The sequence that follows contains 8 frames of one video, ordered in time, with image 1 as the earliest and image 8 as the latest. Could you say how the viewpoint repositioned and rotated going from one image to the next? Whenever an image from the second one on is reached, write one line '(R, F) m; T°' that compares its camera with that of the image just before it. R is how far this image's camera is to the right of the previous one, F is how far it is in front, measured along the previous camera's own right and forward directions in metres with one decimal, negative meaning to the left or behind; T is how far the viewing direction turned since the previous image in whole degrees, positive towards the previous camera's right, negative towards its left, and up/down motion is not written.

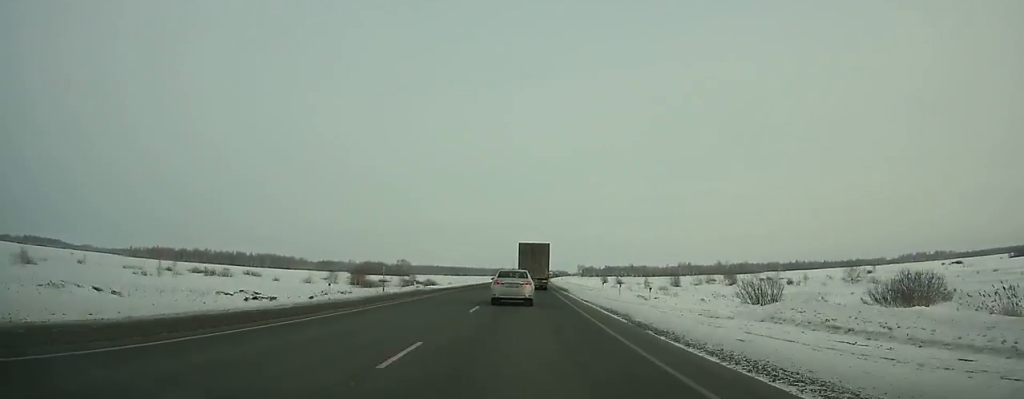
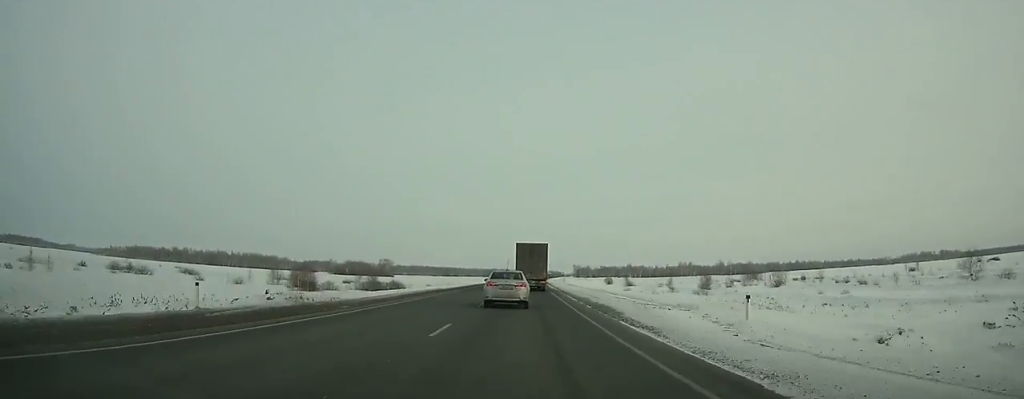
(0.0, +31.6) m; +1°
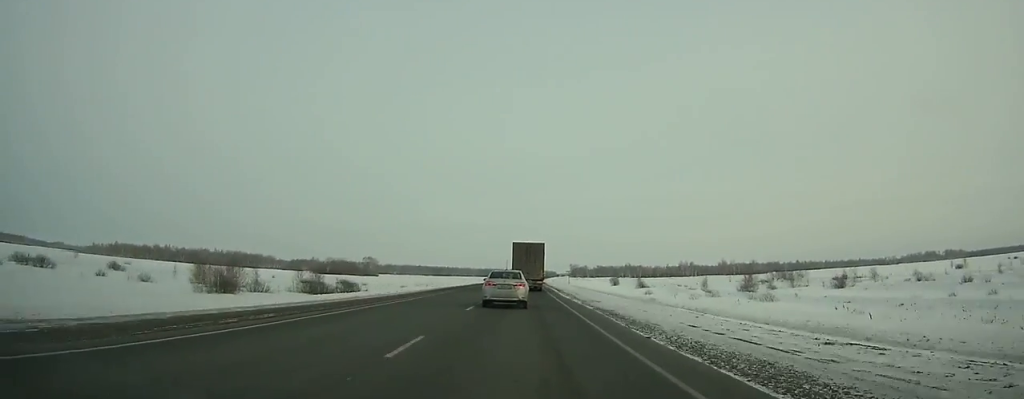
(+0.1, +27.5) m; 0°
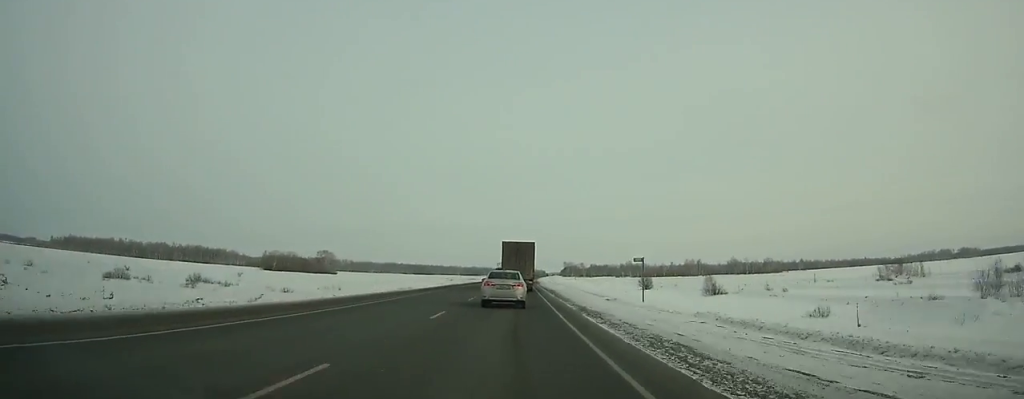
(+0.6, +64.1) m; 0°
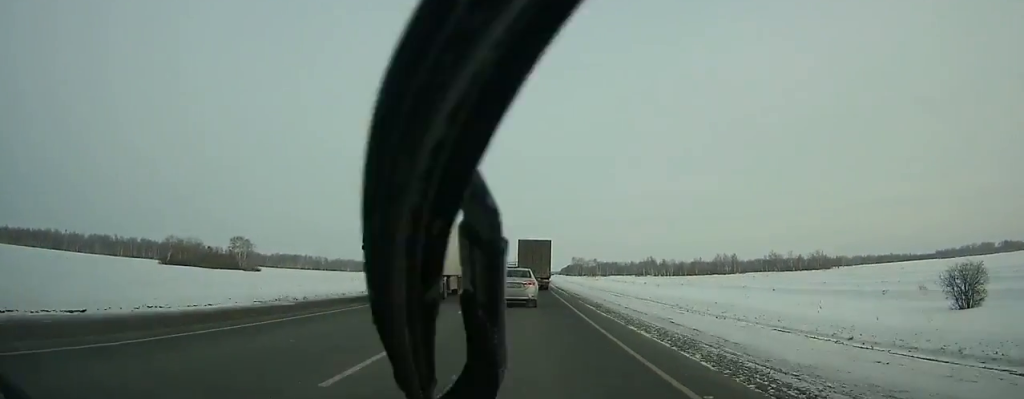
(0.0, +93.9) m; +1°
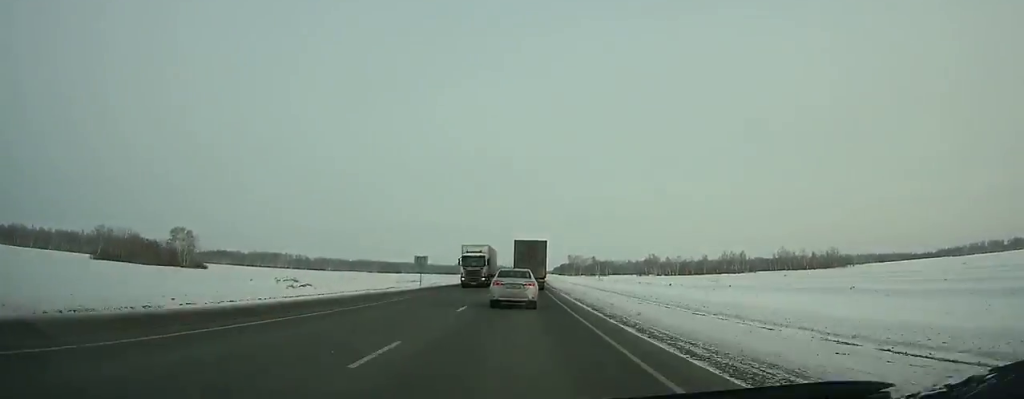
(+0.4, +34.1) m; +1°
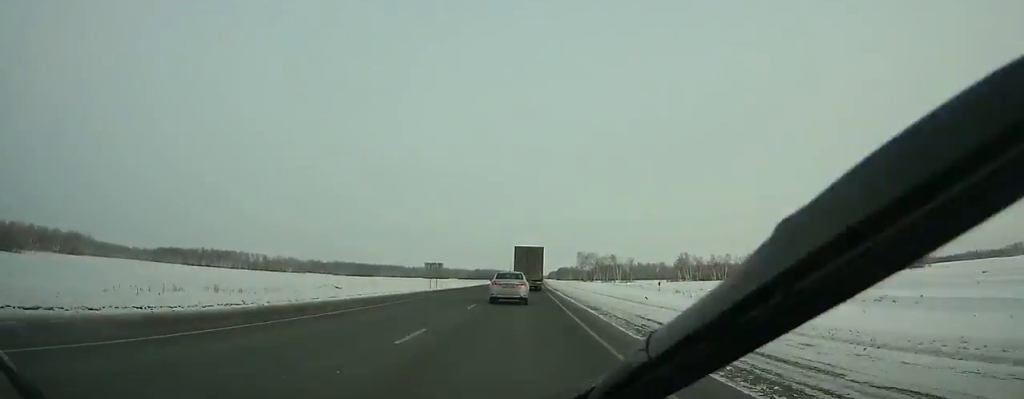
(+0.8, +94.5) m; 0°
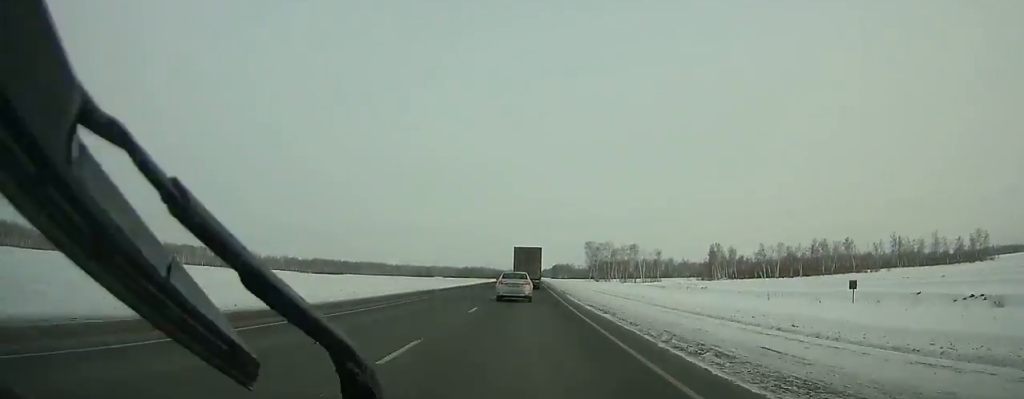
(+0.1, +63.2) m; +1°
